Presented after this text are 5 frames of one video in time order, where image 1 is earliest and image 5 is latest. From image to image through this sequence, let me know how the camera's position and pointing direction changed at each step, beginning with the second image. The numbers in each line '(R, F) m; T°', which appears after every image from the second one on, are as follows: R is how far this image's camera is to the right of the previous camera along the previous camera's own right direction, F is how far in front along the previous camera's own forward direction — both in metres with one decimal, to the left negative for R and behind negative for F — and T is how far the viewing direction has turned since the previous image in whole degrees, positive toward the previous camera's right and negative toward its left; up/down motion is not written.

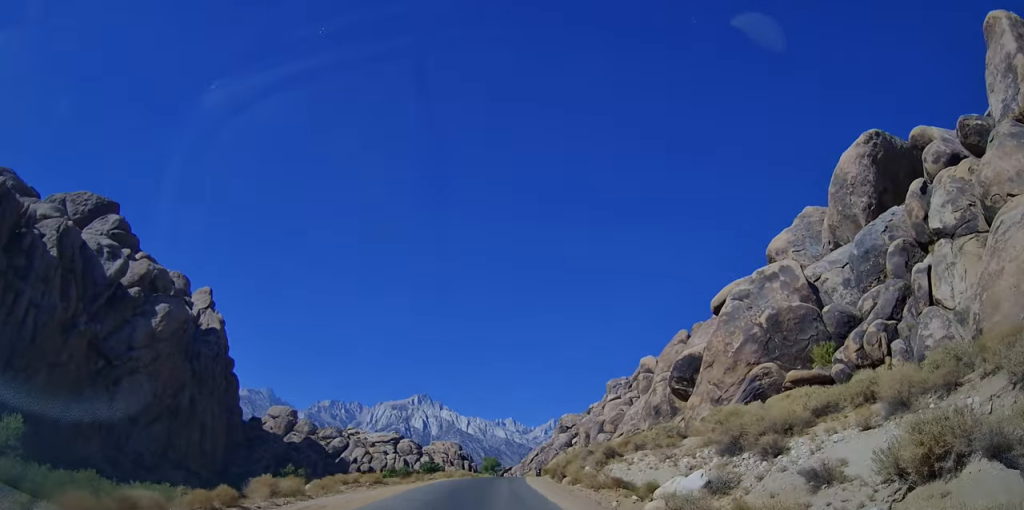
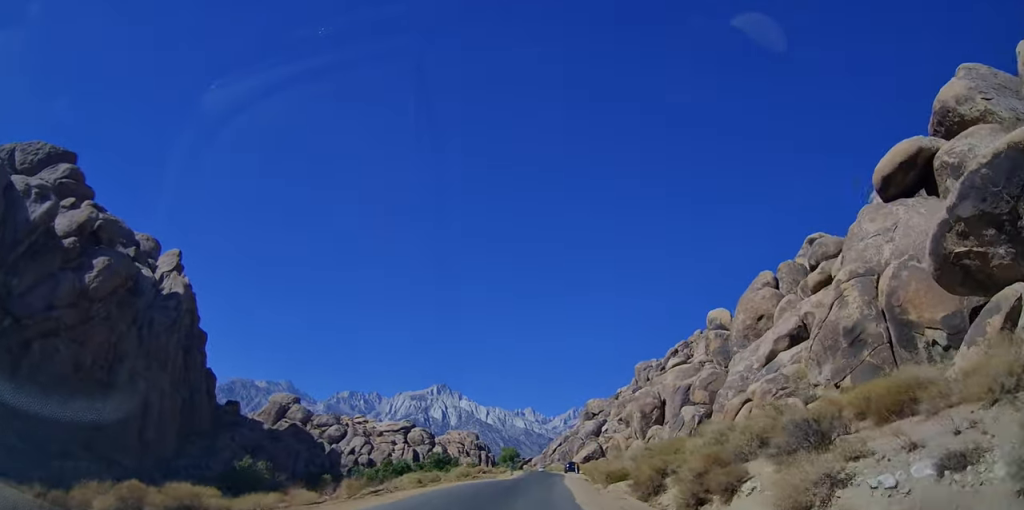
(-1.2, +23.8) m; -5°
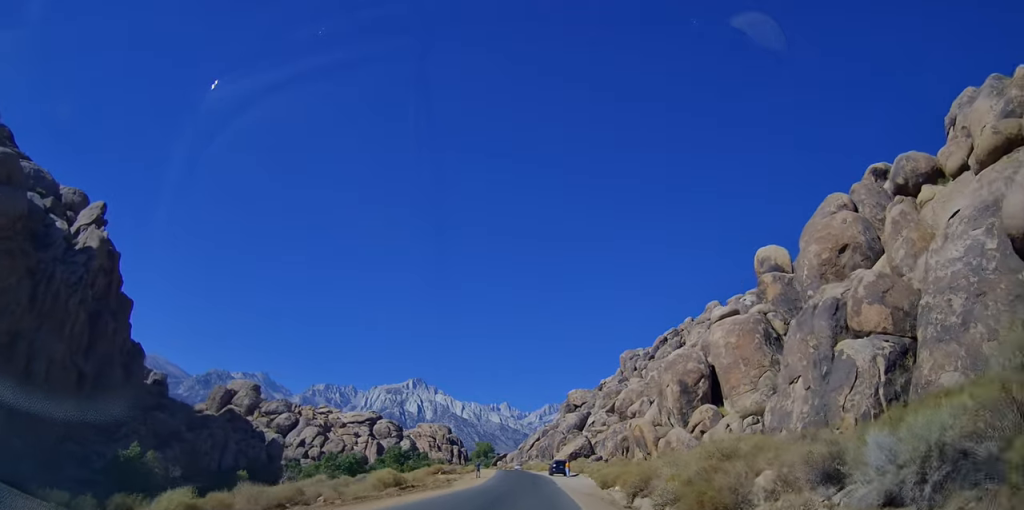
(-0.4, +19.6) m; +2°
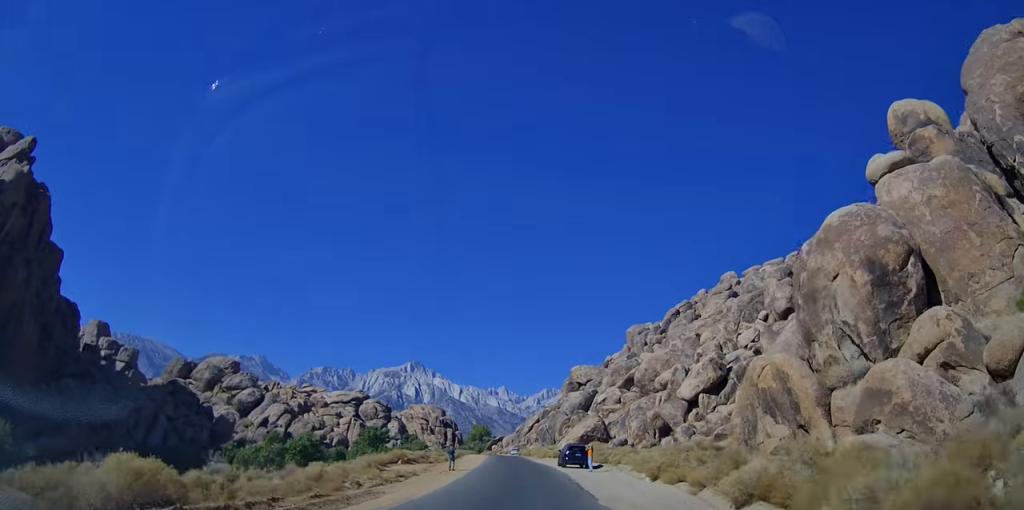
(+0.7, +19.1) m; +2°
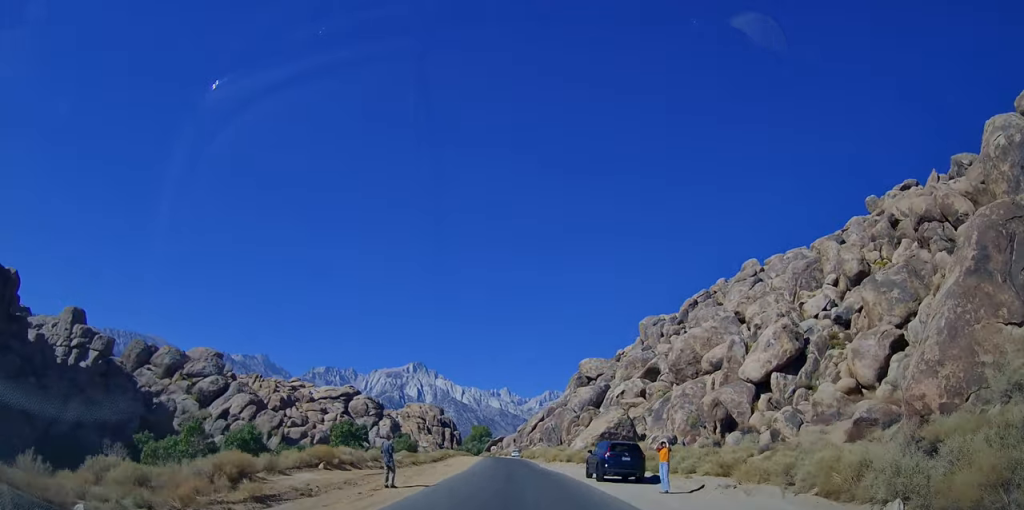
(+0.3, +17.0) m; 0°
